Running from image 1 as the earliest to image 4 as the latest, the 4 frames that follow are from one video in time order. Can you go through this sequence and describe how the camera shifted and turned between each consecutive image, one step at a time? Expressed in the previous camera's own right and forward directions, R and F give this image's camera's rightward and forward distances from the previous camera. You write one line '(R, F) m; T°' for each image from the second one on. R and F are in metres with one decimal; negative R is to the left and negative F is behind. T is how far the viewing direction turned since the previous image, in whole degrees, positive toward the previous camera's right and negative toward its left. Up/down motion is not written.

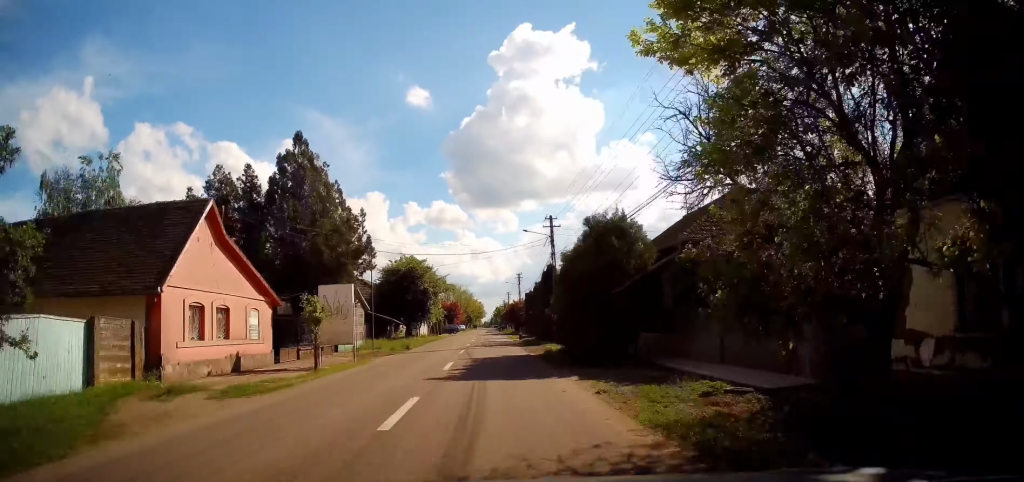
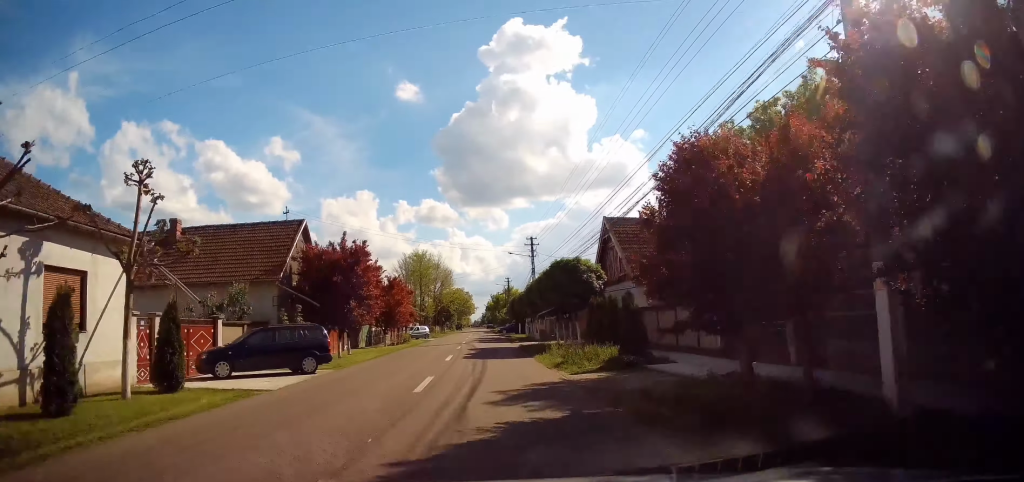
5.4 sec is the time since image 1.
(+1.4, +67.8) m; +3°
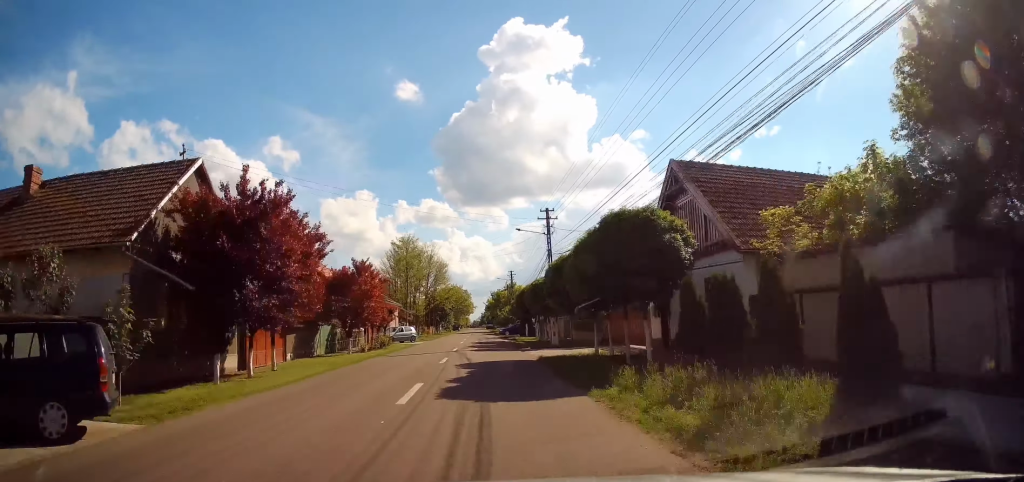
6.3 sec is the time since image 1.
(0.0, +10.9) m; -1°
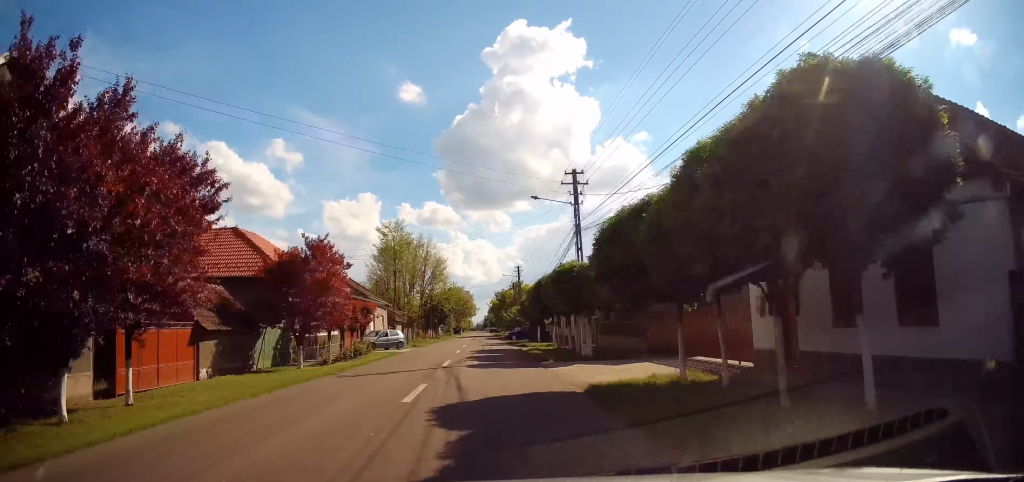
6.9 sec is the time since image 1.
(-0.1, +8.7) m; -1°
